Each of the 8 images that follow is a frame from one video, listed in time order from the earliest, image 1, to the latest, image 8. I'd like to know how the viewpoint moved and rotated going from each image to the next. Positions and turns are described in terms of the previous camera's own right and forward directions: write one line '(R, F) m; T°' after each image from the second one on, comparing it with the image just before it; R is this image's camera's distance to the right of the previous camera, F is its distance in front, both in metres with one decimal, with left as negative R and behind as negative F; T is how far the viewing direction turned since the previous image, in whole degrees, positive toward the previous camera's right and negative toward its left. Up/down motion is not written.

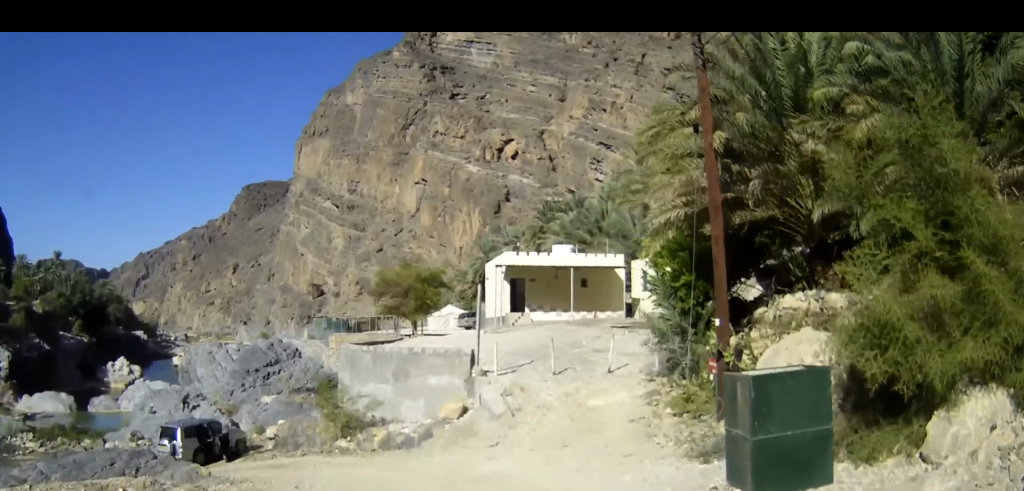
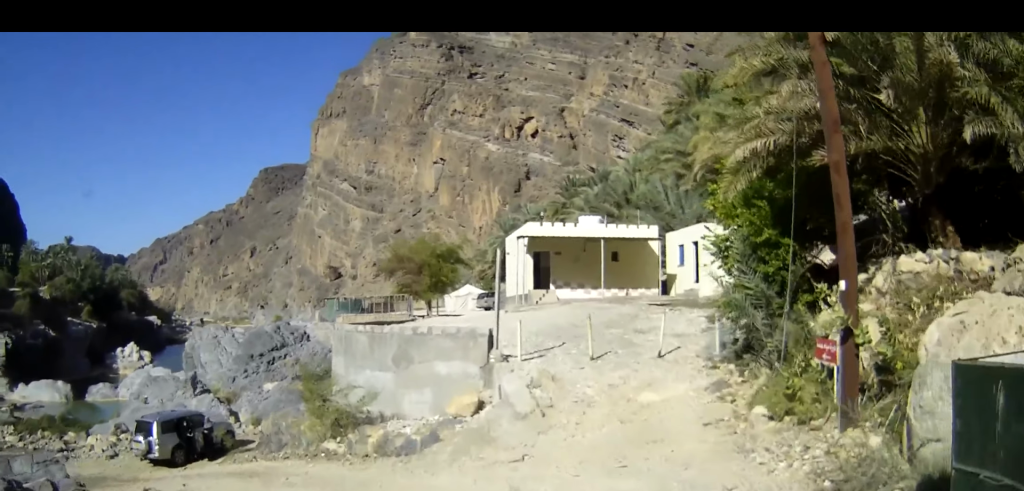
(0.0, +4.3) m; -9°
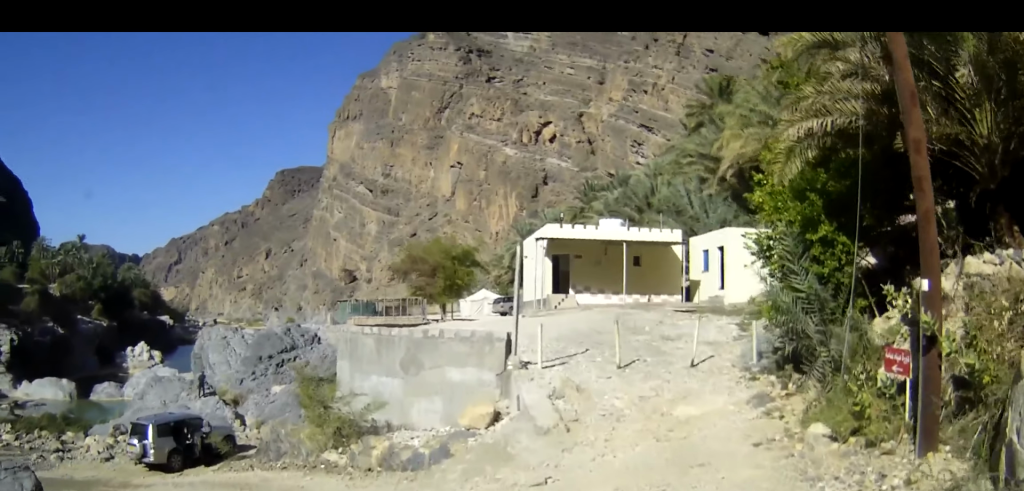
(-0.3, +1.6) m; -4°
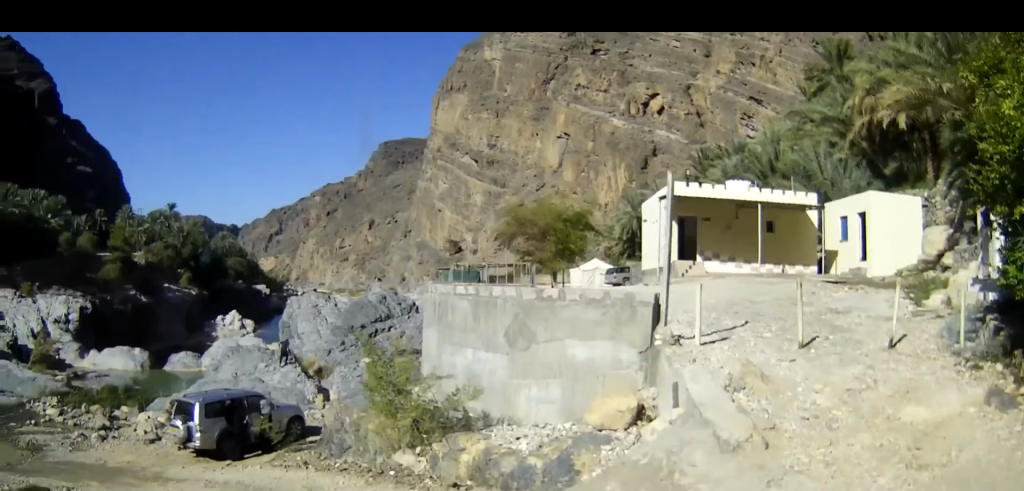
(-0.1, +3.9) m; -3°
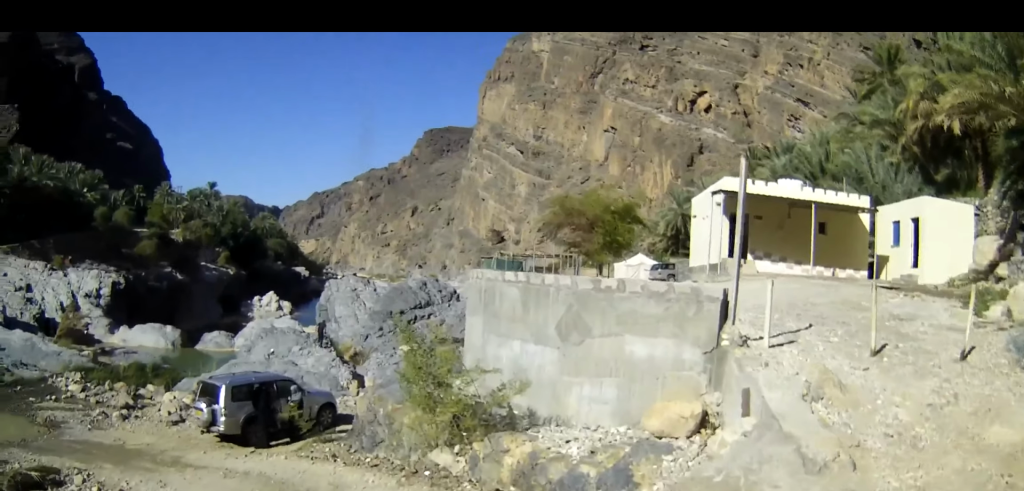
(0.0, +0.9) m; -5°
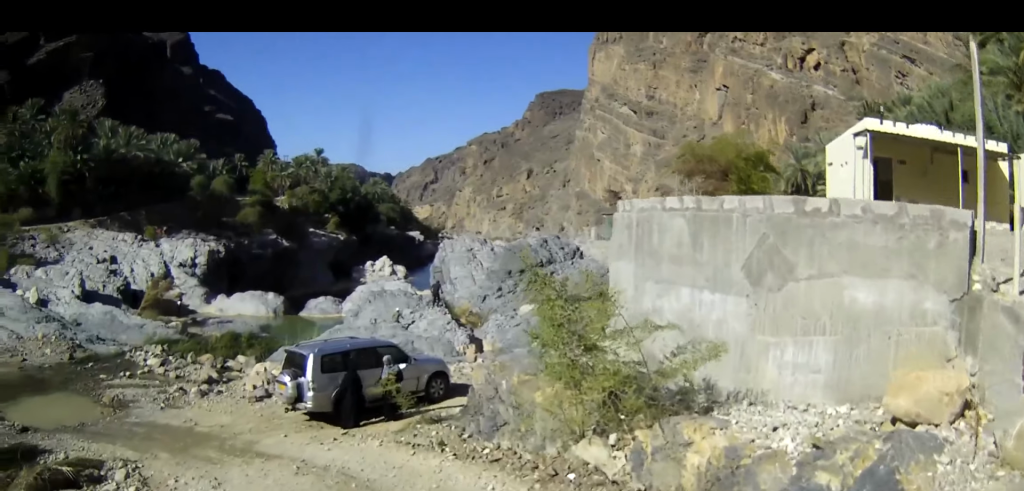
(-0.5, +3.1) m; -13°
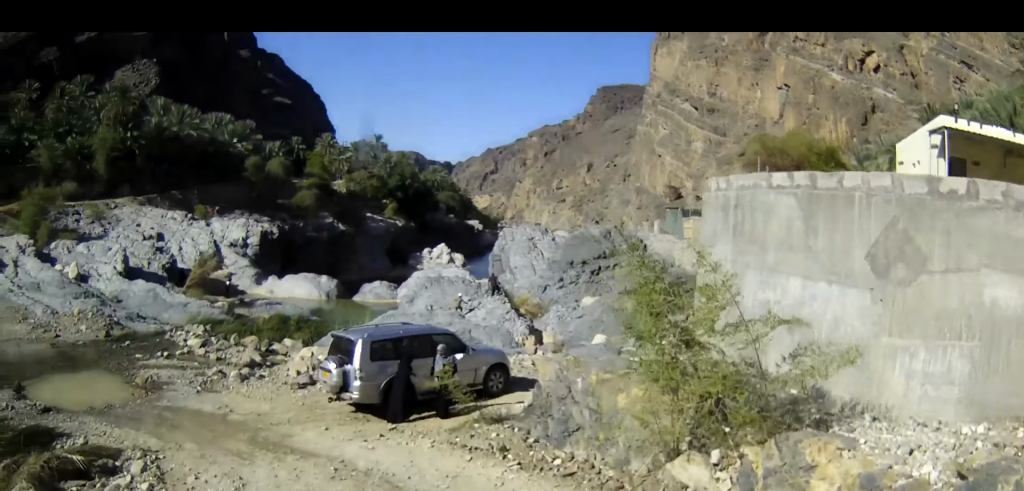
(0.0, +1.3) m; 0°
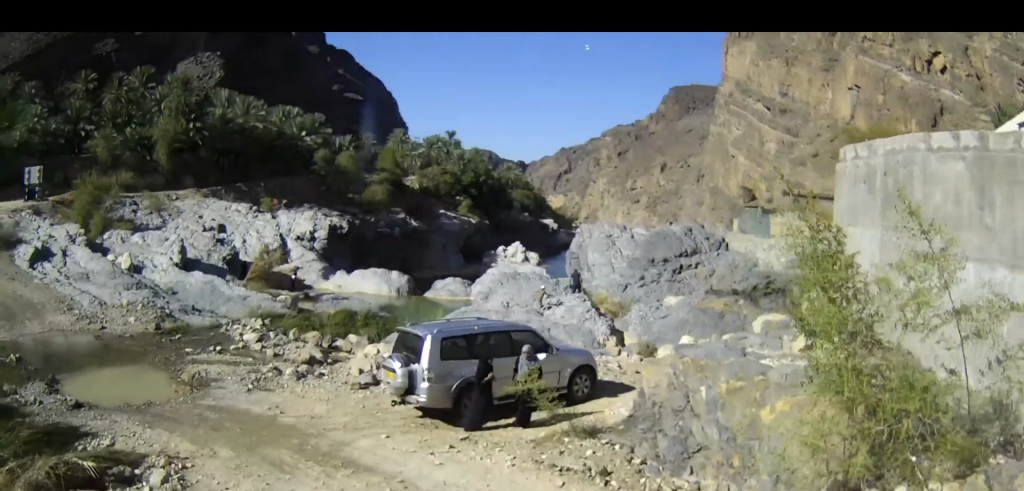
(0.0, +1.6) m; -2°
